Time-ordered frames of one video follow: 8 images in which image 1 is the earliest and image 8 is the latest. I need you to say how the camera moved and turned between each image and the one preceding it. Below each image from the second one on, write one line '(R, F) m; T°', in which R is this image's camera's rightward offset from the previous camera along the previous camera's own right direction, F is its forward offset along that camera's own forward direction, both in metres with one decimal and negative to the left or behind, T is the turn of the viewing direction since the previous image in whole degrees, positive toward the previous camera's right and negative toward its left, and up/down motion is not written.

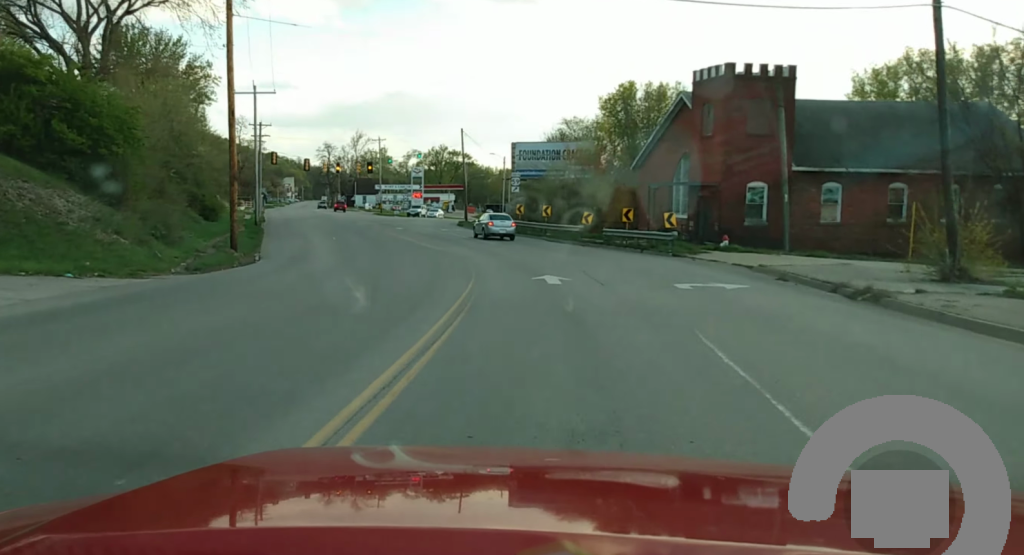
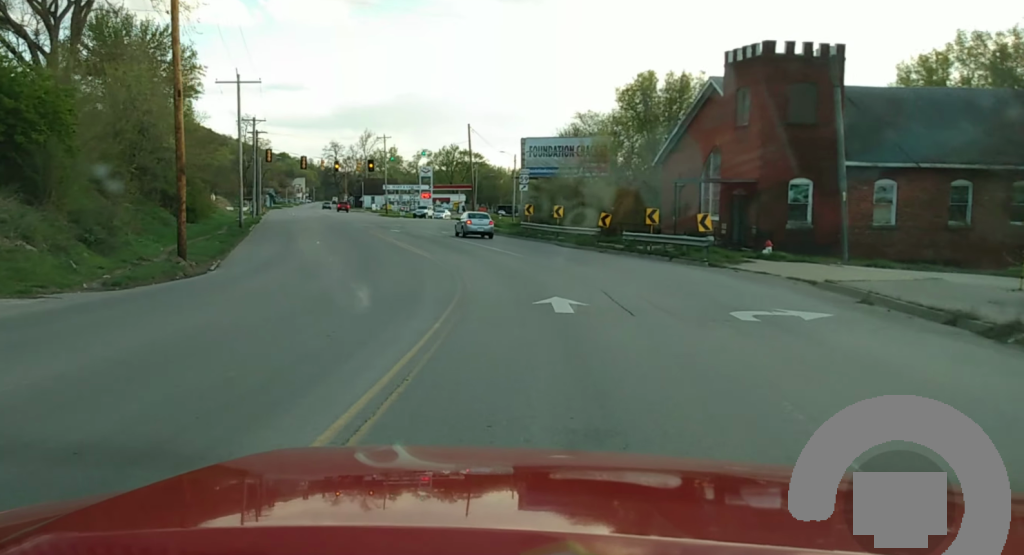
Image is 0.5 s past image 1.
(-0.2, +6.1) m; -1°
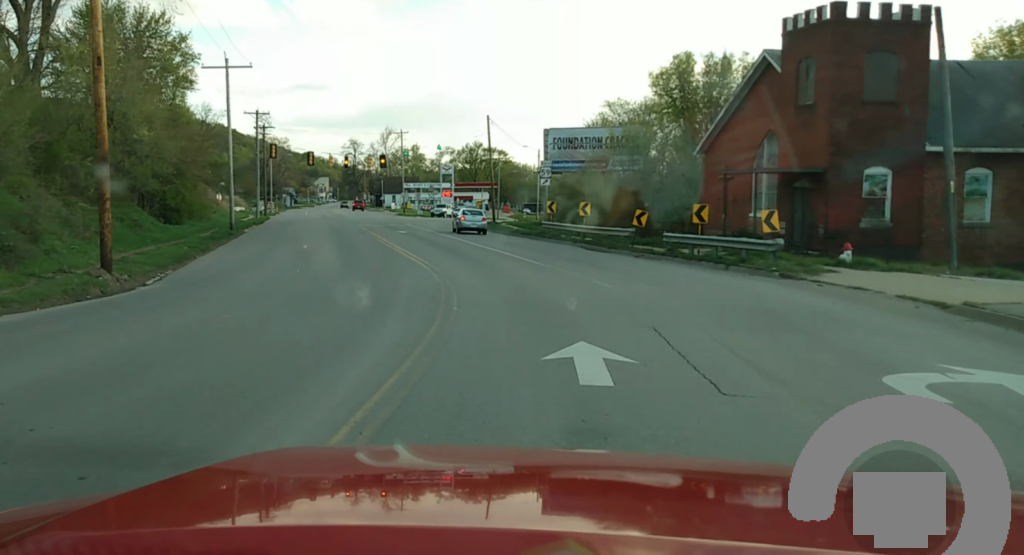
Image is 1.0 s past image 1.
(-0.2, +7.5) m; -2°
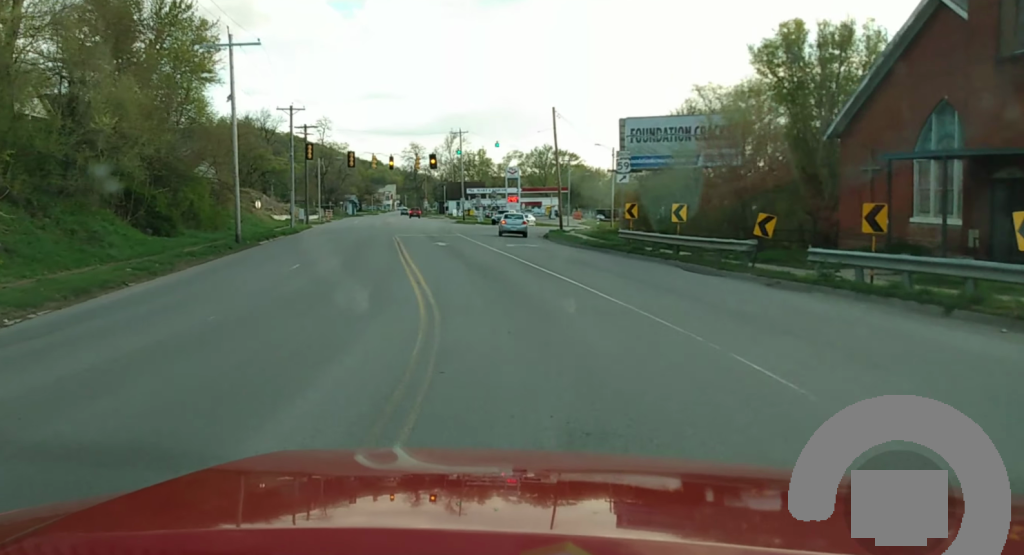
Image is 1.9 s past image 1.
(0.0, +11.2) m; 0°
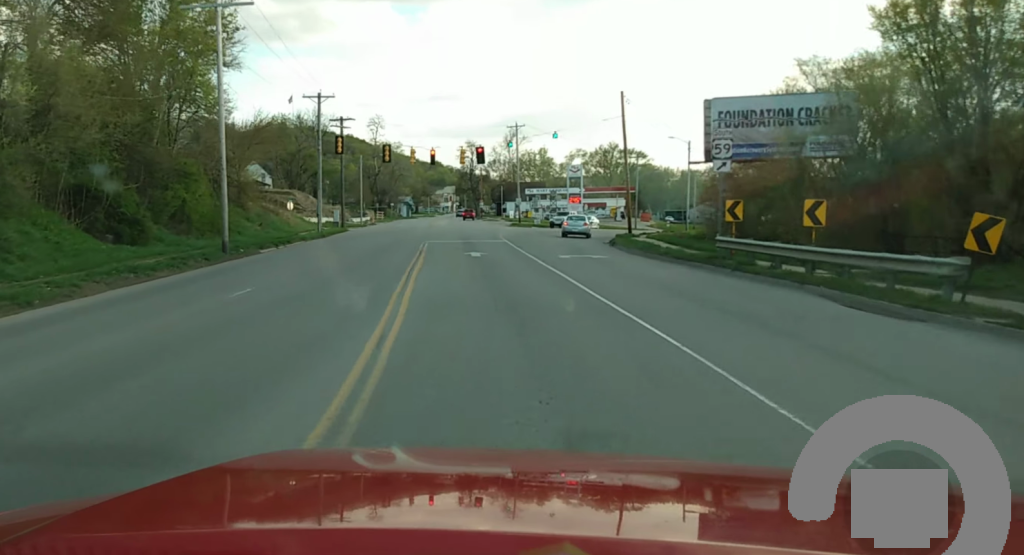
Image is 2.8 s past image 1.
(0.0, +10.5) m; -3°
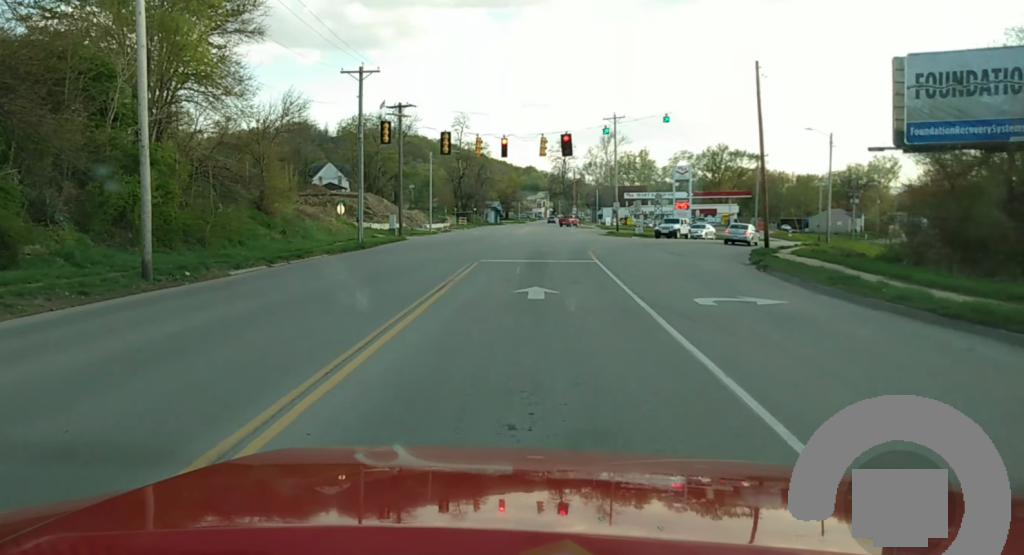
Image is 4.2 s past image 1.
(-1.0, +15.4) m; -4°
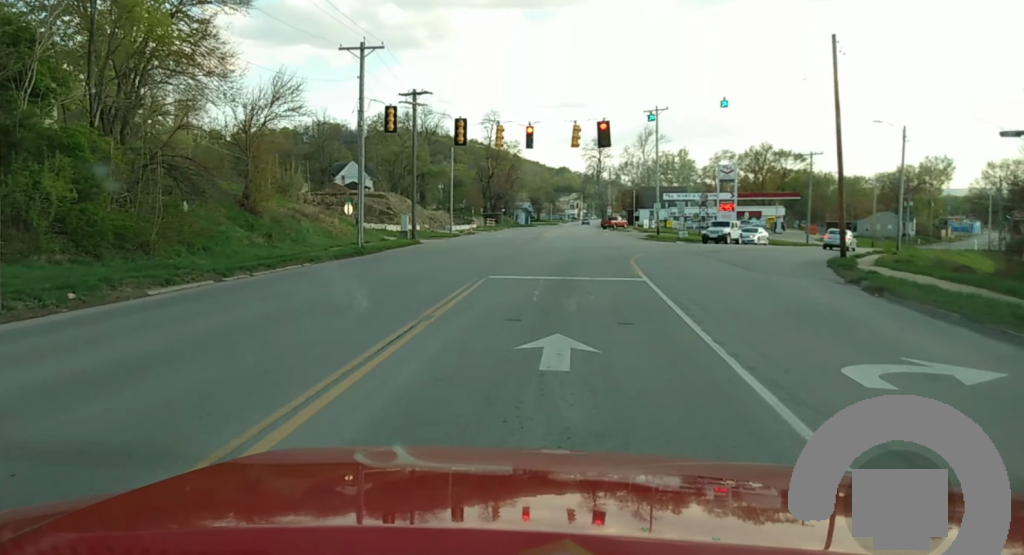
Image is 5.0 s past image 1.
(+0.4, +8.0) m; 0°
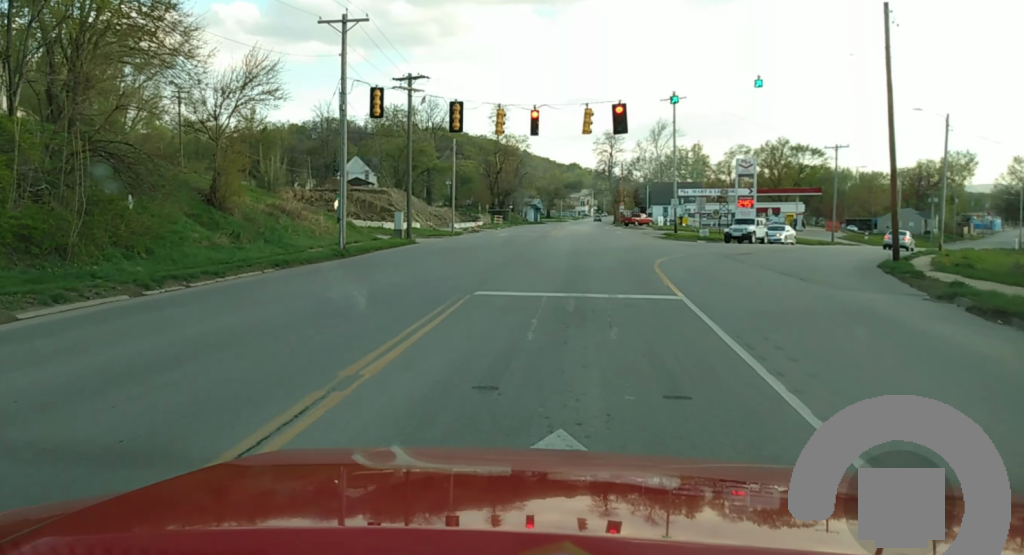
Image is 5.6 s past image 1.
(-0.3, +5.8) m; -5°
